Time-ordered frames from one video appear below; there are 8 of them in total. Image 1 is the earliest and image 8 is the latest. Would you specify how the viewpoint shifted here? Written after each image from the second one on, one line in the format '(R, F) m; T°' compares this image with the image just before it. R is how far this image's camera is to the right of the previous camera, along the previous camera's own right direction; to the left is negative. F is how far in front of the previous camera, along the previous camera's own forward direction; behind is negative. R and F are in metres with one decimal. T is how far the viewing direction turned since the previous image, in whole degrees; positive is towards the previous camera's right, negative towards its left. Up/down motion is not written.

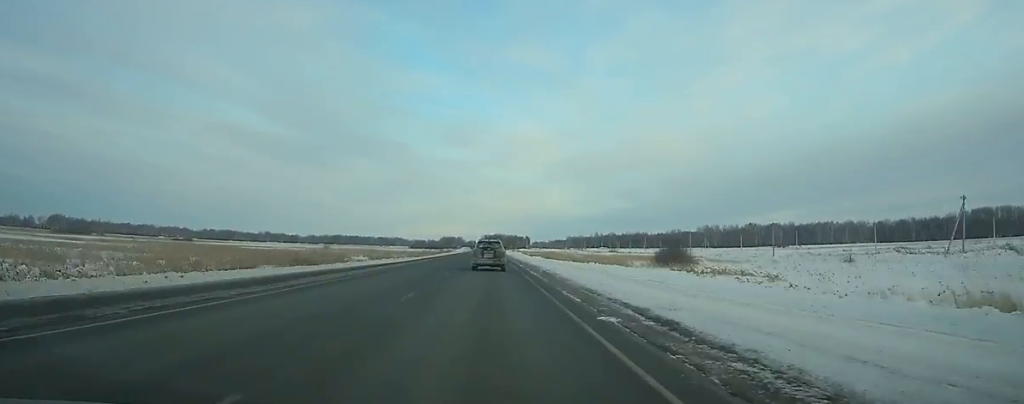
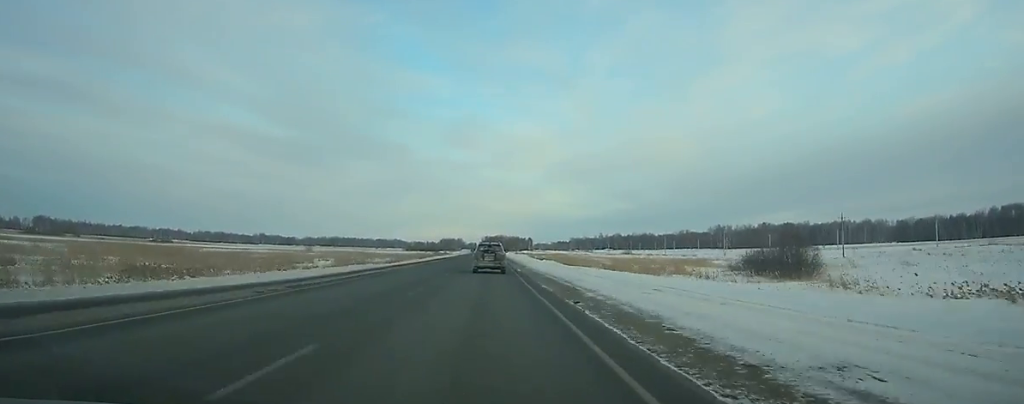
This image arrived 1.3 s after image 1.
(0.0, +31.8) m; 0°
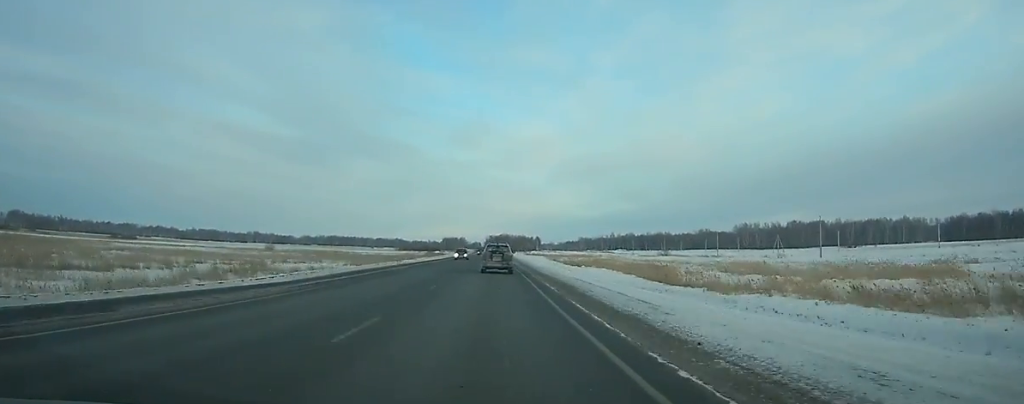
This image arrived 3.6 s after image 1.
(-0.1, +57.0) m; 0°
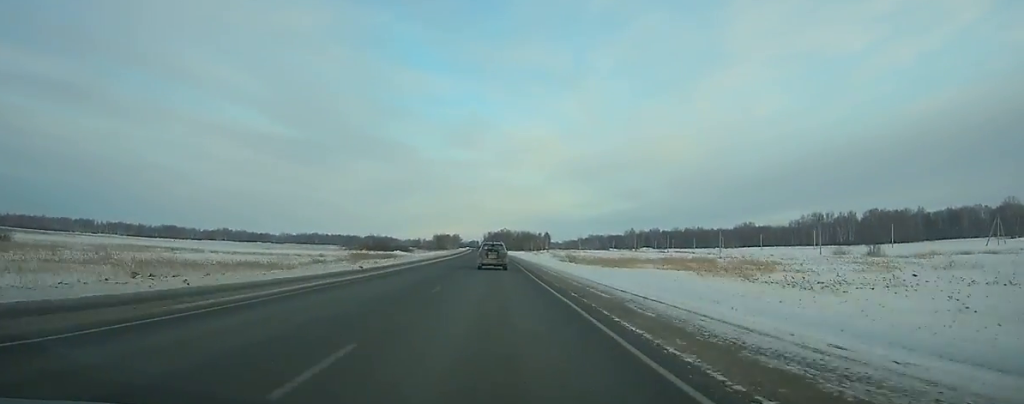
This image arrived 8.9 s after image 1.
(-0.3, +133.9) m; 0°
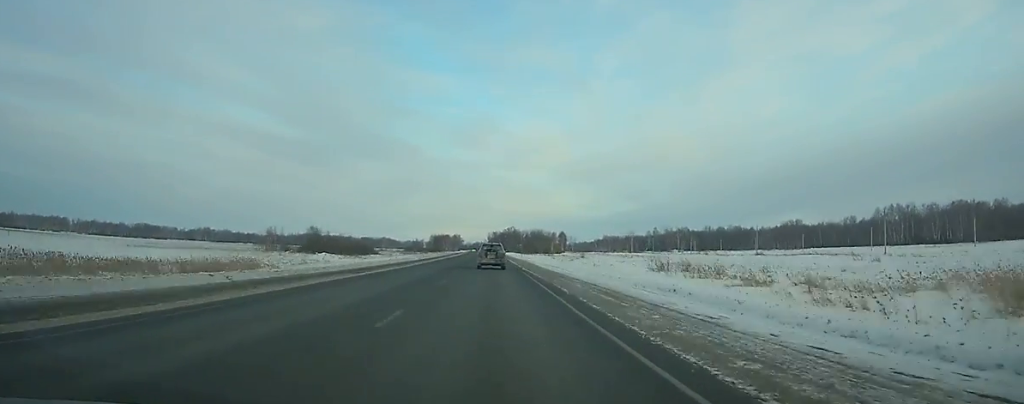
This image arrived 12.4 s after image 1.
(-0.3, +89.9) m; 0°
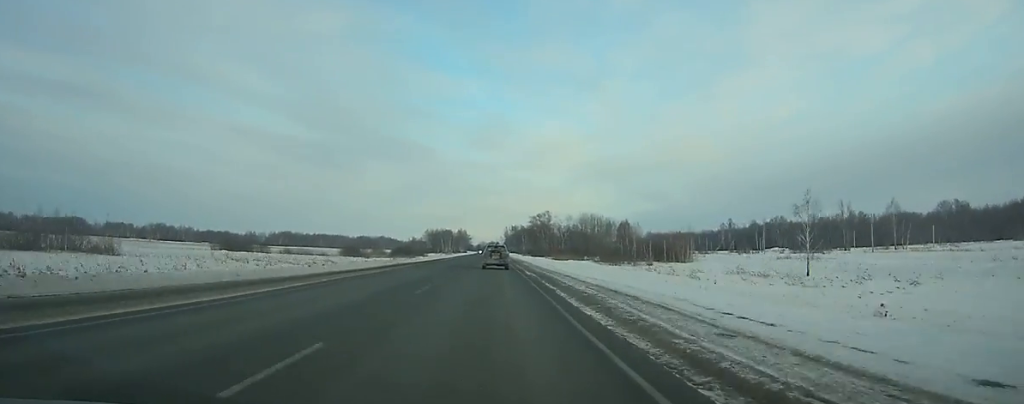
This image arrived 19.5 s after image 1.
(-1.7, +185.4) m; -1°
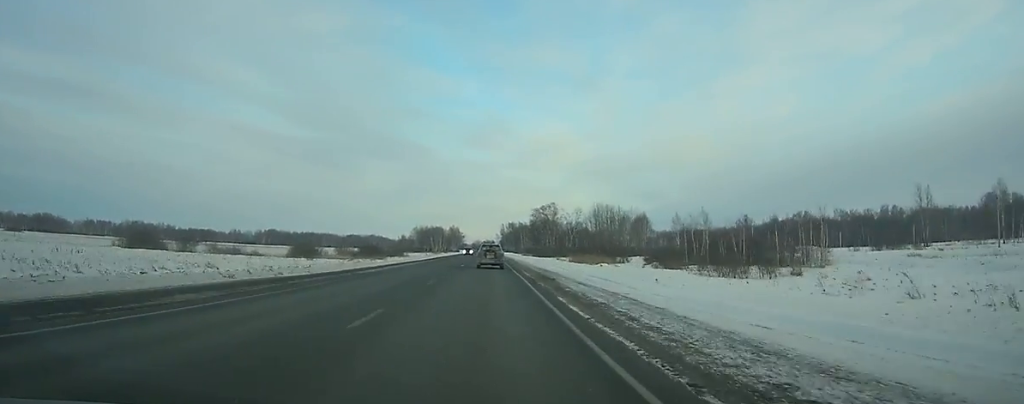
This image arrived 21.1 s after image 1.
(0.0, +42.3) m; 0°
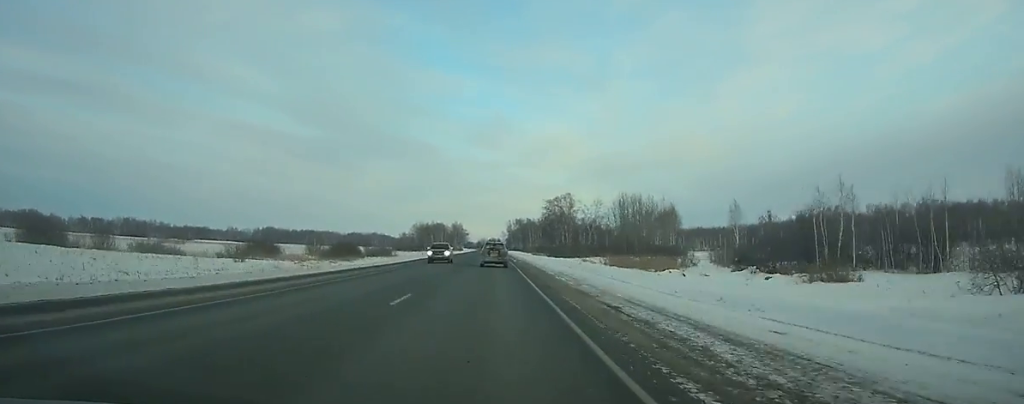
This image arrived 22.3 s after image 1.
(0.0, +31.8) m; 0°
